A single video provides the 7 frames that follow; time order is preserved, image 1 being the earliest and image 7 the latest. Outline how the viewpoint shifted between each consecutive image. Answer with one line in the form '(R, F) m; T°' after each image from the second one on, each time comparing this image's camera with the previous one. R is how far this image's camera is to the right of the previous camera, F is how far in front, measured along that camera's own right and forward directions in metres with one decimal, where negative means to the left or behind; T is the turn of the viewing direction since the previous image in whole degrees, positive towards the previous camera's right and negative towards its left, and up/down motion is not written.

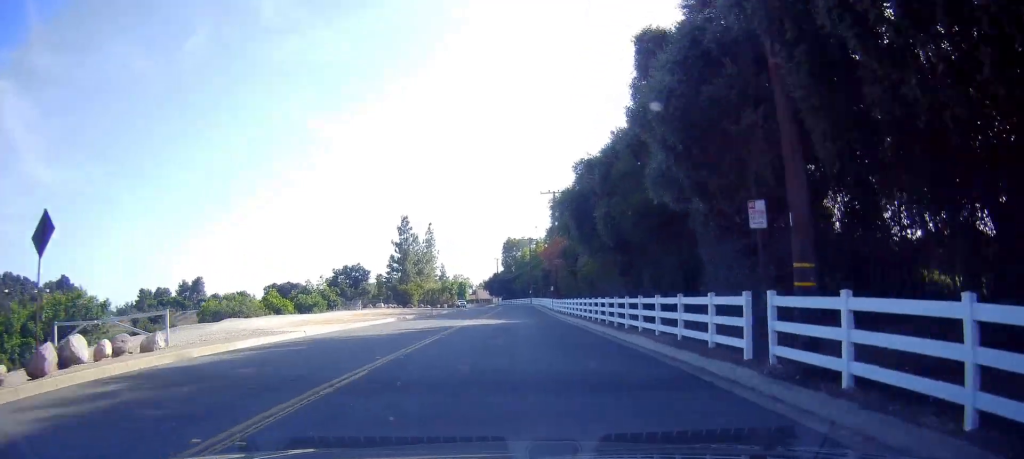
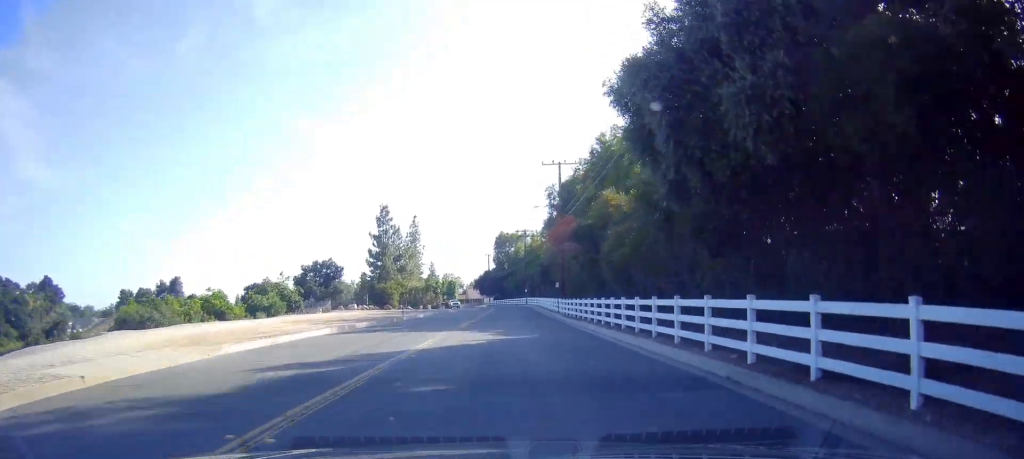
(-0.2, +13.8) m; +1°
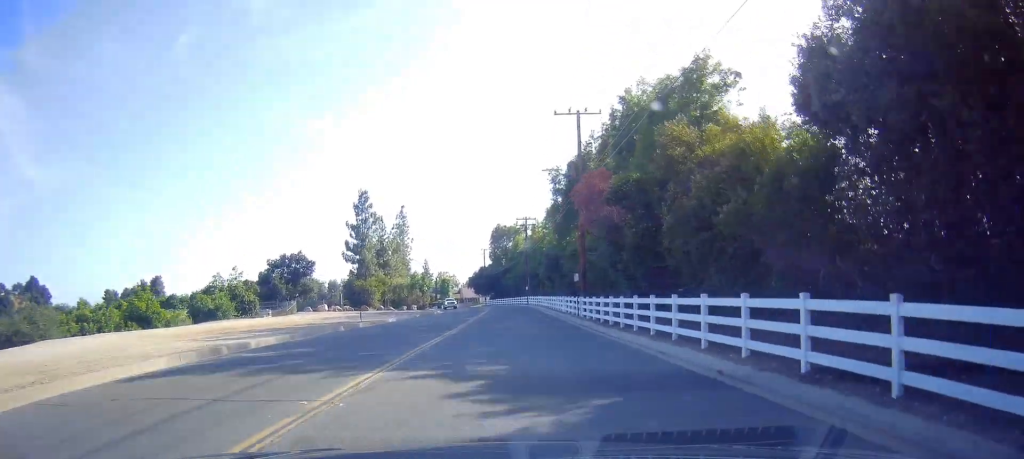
(+0.4, +14.6) m; +2°
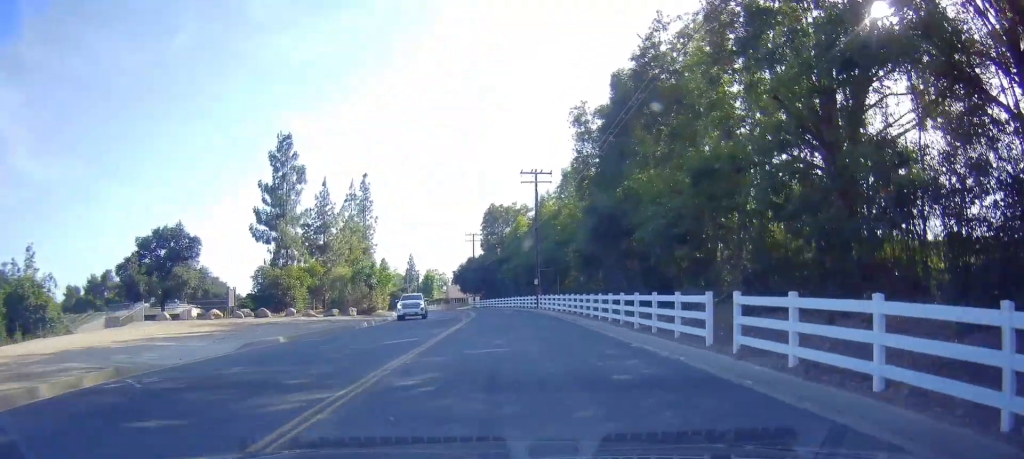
(+0.4, +34.1) m; 0°
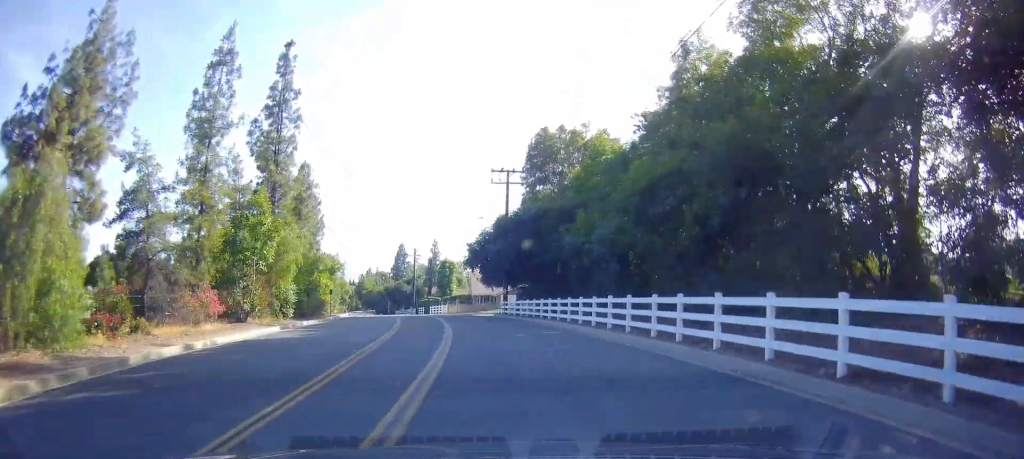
(-0.6, +53.0) m; -1°
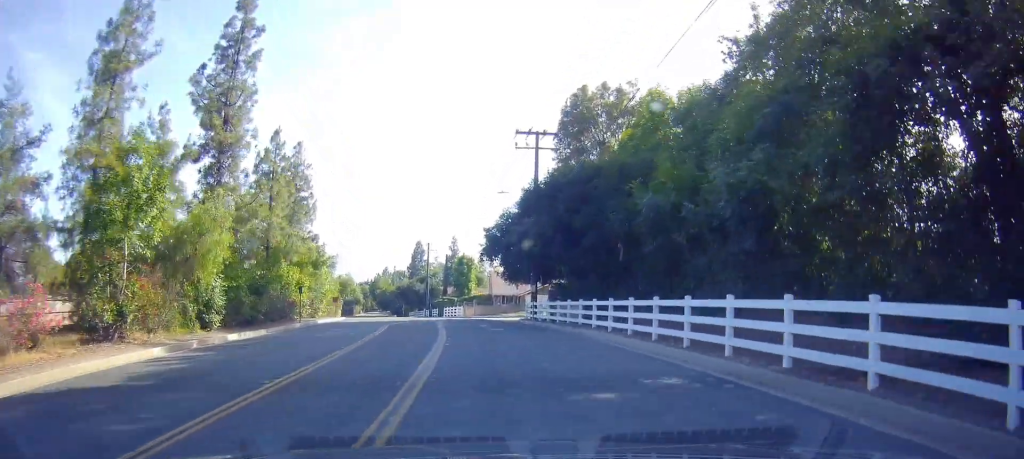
(+0.1, +12.8) m; -2°
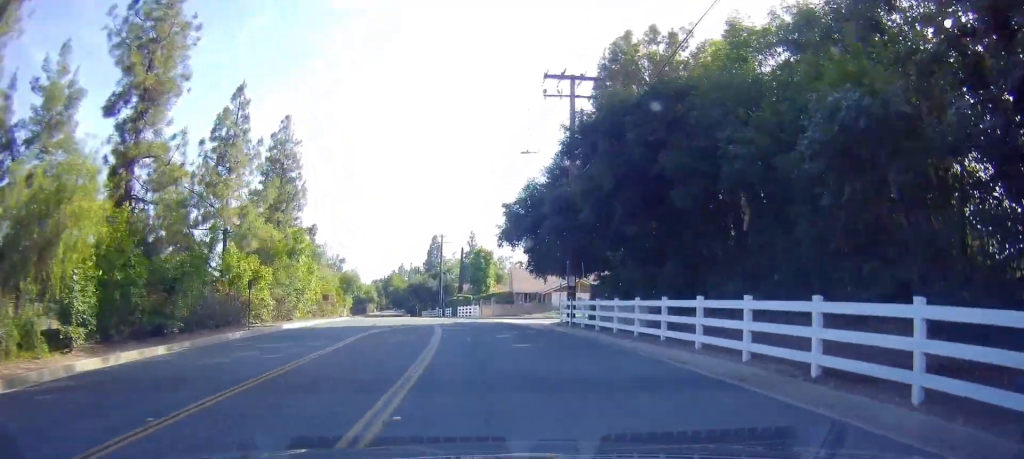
(-0.5, +11.3) m; -3°
